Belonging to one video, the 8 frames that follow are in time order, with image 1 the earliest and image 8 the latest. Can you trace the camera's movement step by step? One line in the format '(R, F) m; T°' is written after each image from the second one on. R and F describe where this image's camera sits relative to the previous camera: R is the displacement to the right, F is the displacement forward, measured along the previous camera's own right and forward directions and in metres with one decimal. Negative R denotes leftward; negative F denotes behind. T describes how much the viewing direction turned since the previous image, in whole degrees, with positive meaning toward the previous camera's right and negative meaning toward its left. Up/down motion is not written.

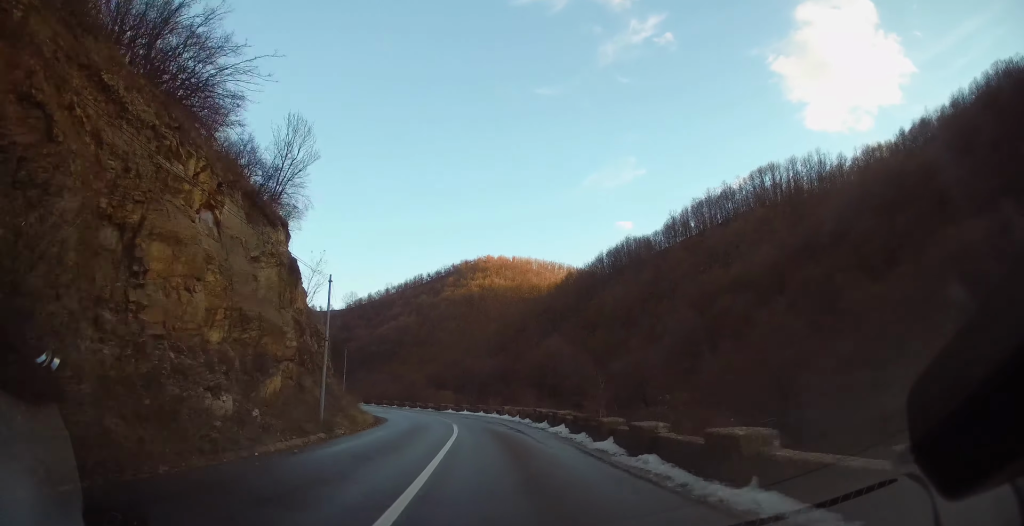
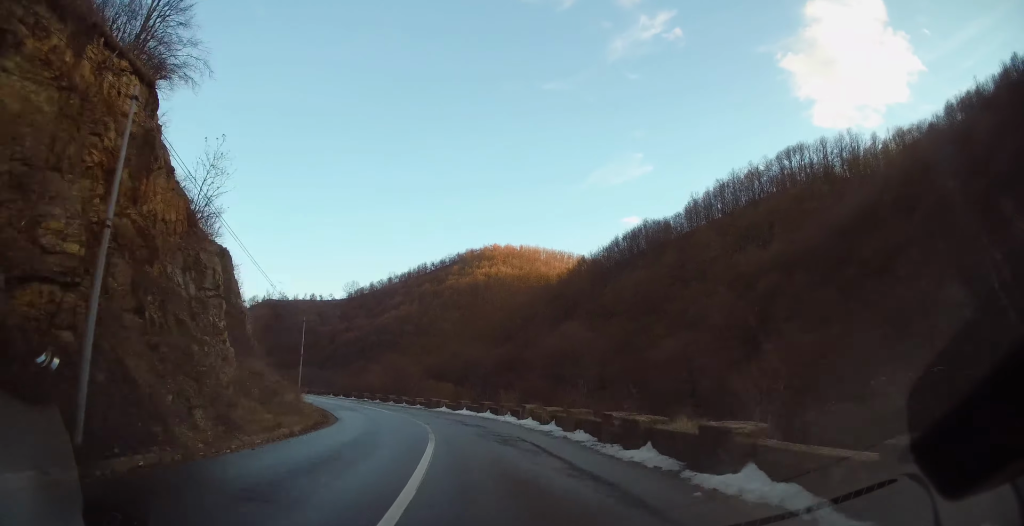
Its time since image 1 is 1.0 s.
(-0.4, +15.5) m; -3°
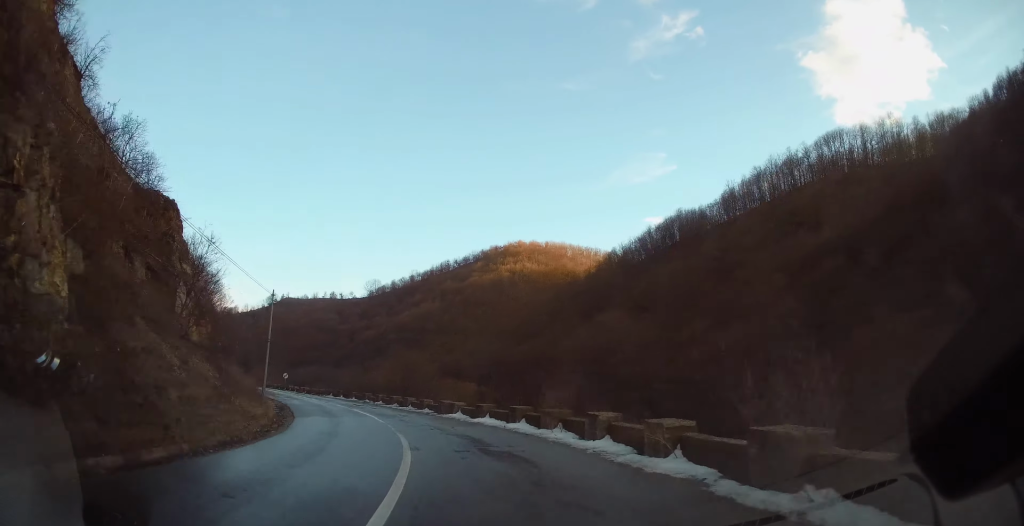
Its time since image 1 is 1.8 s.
(0.0, +11.0) m; -4°
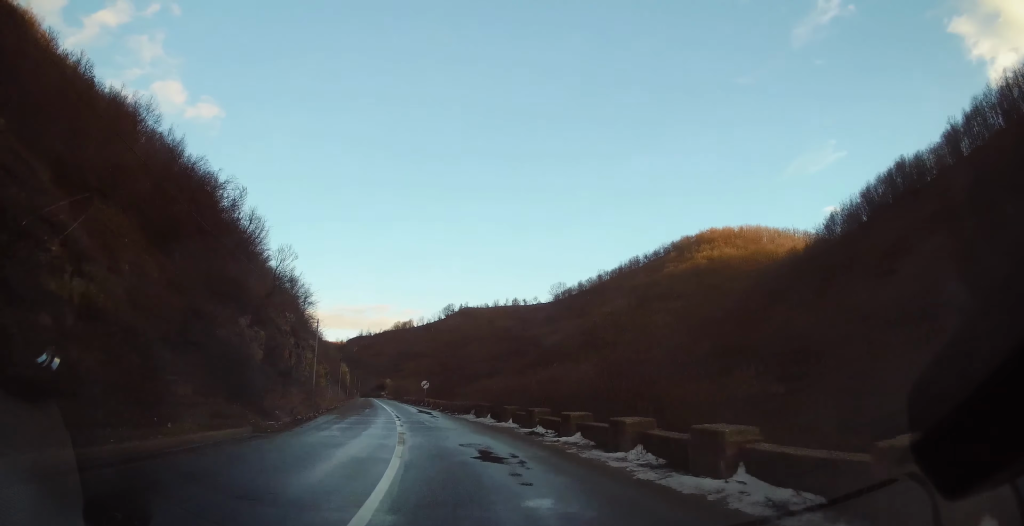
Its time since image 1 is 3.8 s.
(-5.7, +30.4) m; -19°
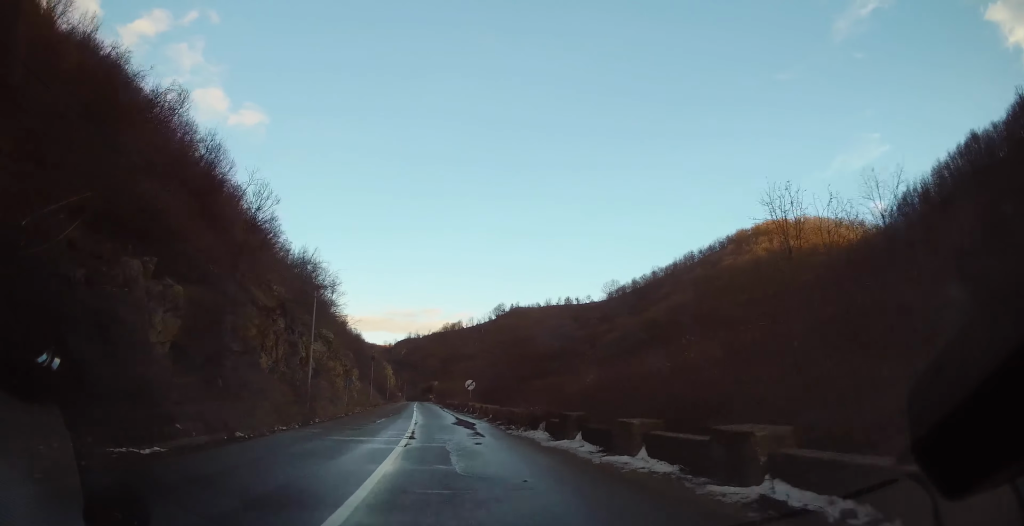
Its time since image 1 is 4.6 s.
(-0.4, +12.2) m; -3°
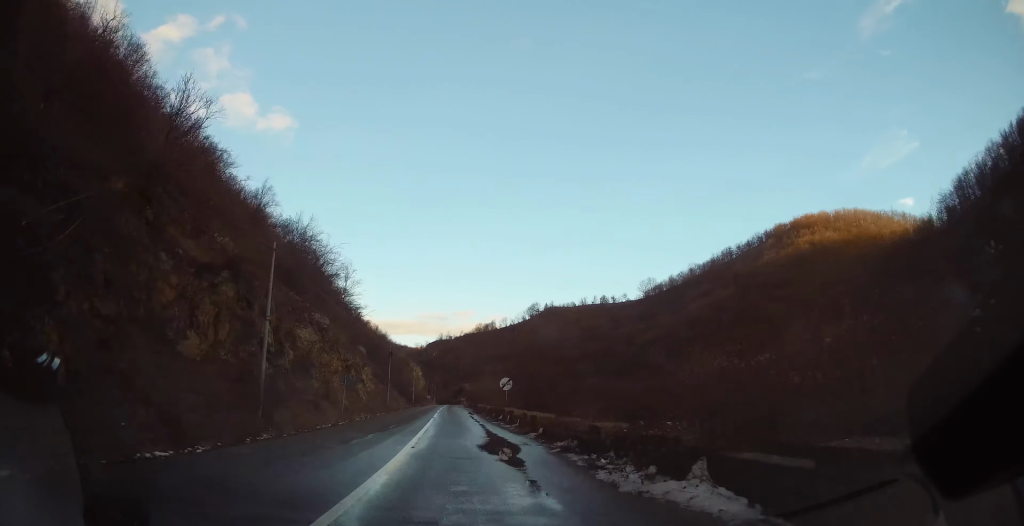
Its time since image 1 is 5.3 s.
(-0.2, +10.4) m; -2°
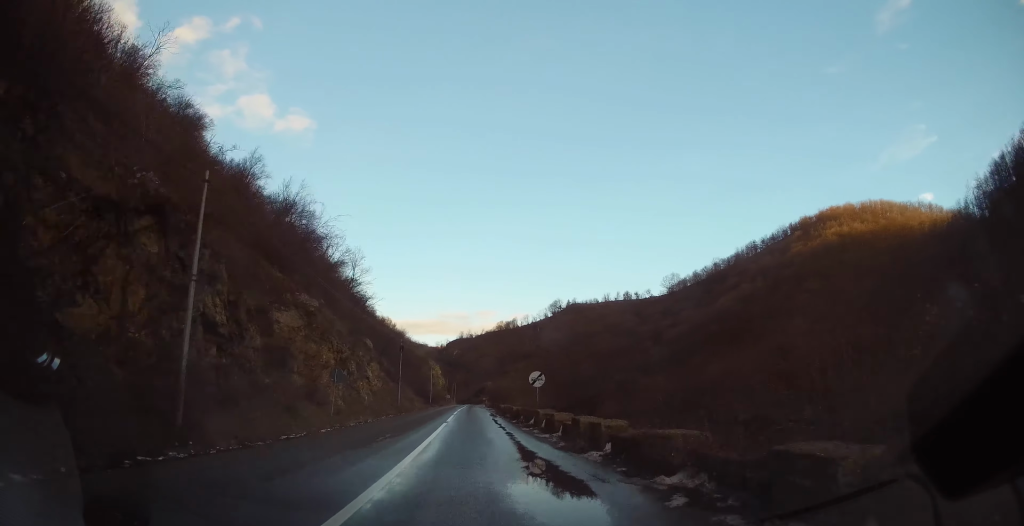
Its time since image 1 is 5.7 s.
(+0.1, +6.8) m; -2°
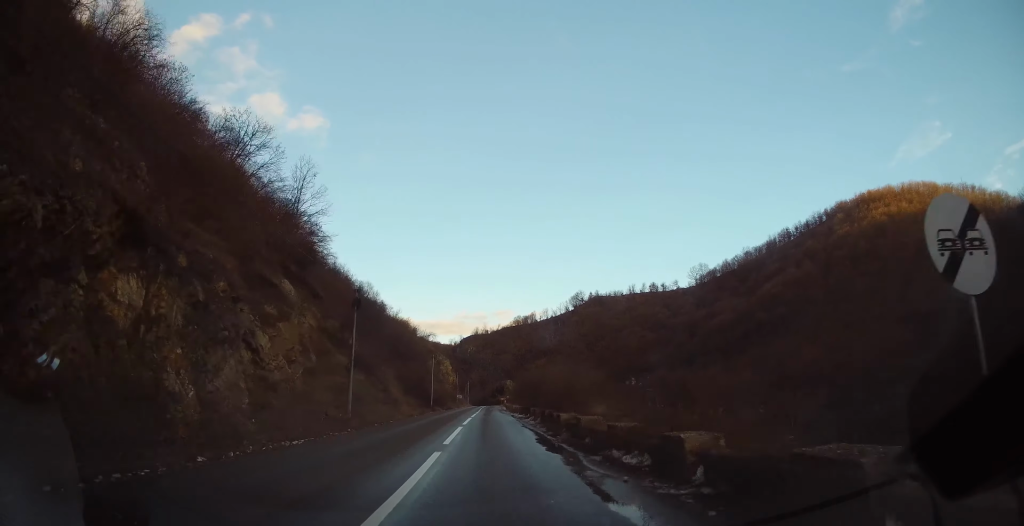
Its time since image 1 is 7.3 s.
(-1.1, +25.4) m; -2°
